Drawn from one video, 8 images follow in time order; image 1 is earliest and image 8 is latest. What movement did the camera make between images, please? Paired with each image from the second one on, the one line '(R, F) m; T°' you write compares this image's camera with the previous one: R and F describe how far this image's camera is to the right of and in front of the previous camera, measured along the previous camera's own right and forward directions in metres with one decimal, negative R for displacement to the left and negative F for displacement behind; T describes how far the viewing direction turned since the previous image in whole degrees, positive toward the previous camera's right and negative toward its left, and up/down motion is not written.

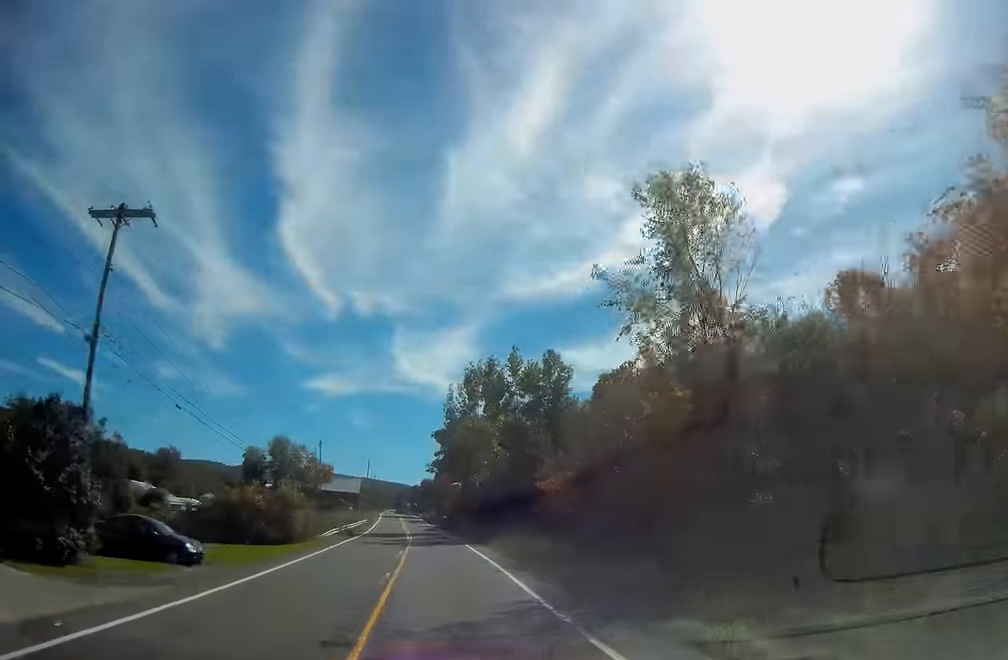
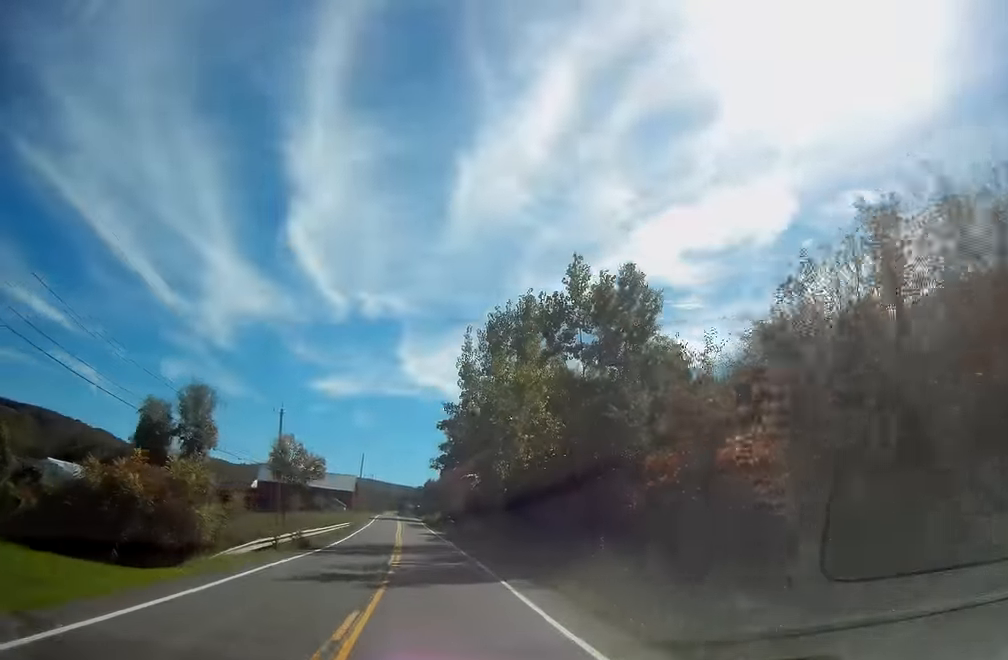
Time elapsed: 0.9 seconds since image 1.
(-0.4, +20.6) m; -1°
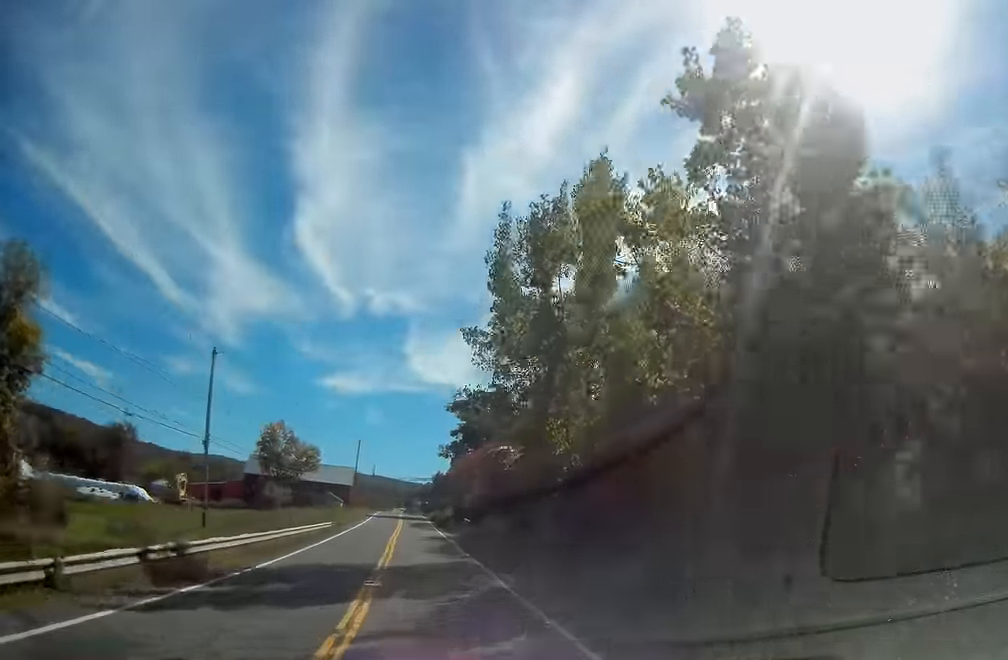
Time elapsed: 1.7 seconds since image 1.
(-0.1, +18.0) m; 0°
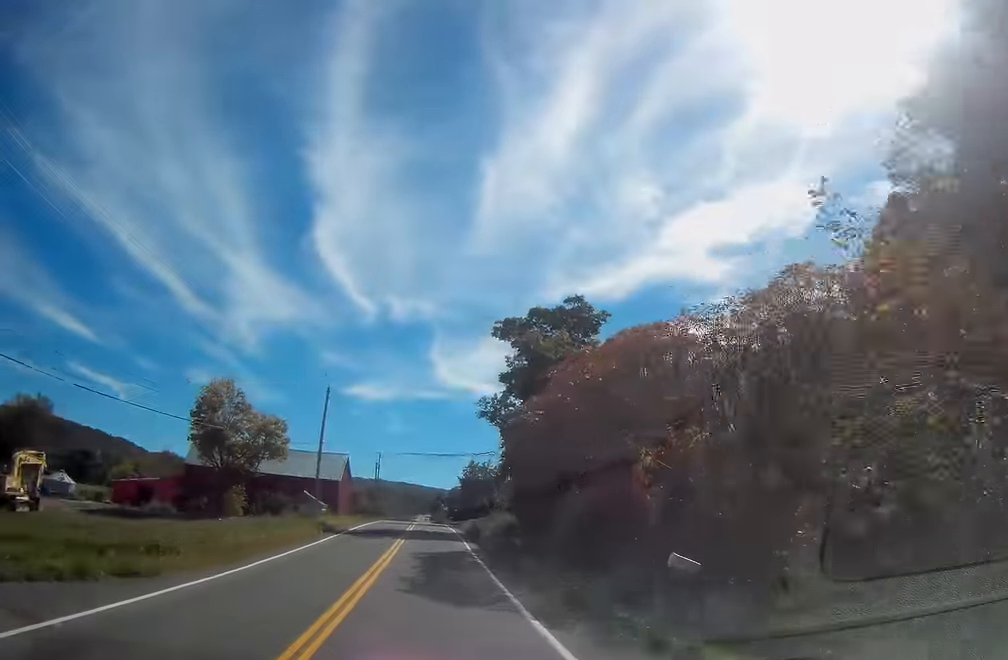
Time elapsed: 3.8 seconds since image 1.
(-0.7, +48.2) m; -2°
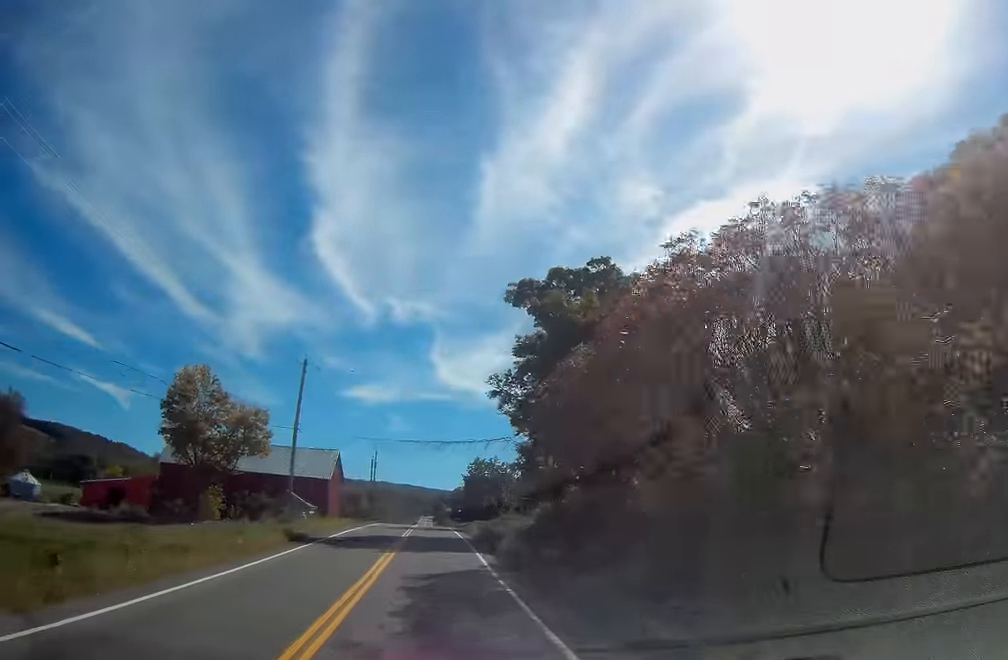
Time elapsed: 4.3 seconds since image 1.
(0.0, +10.0) m; 0°
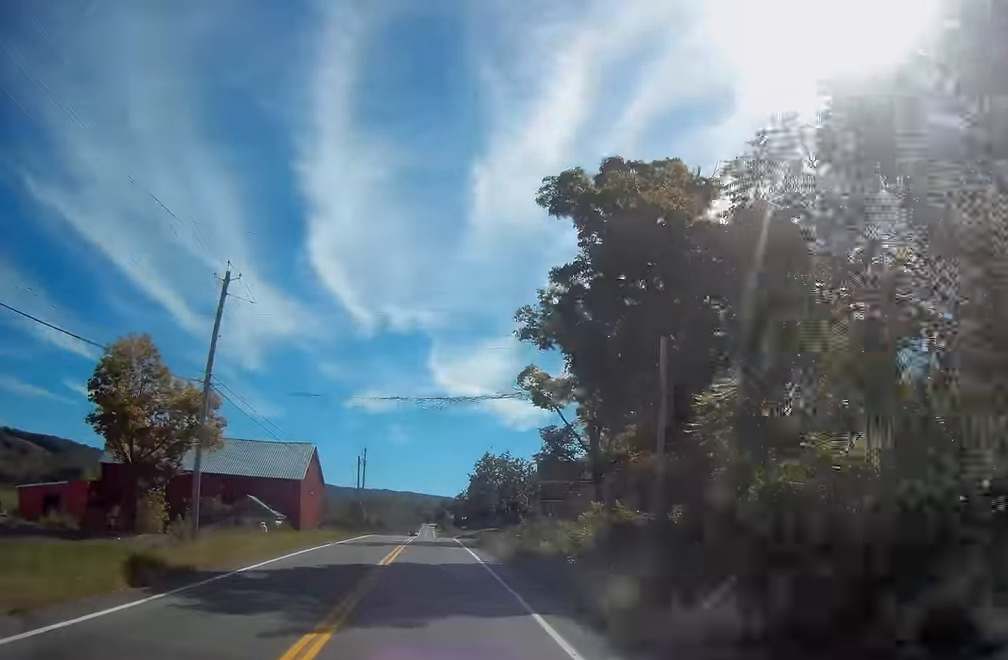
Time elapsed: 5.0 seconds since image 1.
(0.0, +17.0) m; 0°
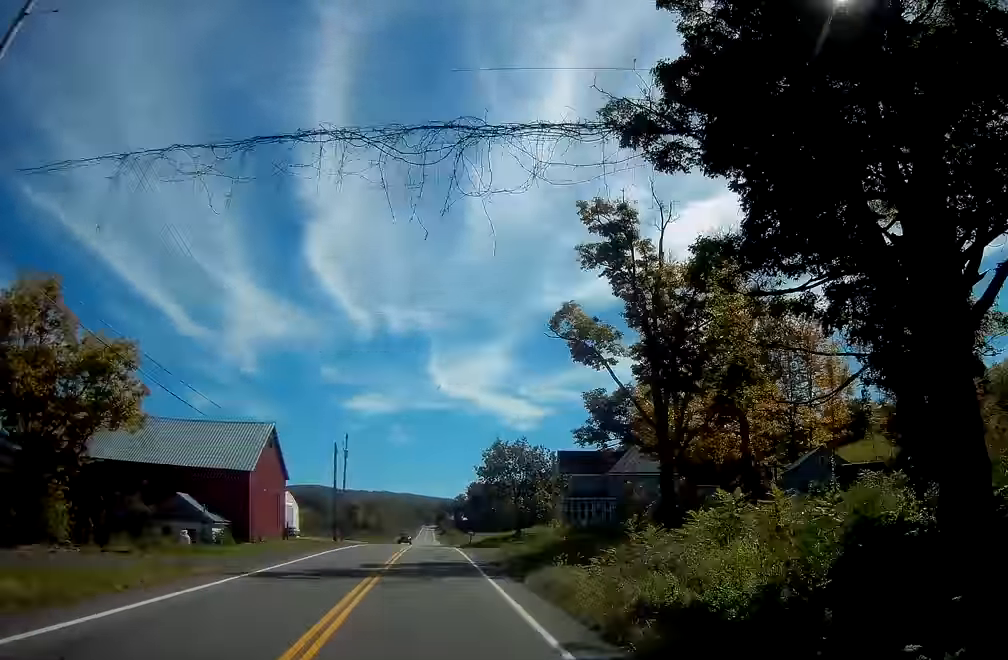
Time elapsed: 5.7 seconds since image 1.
(-0.2, +17.0) m; 0°
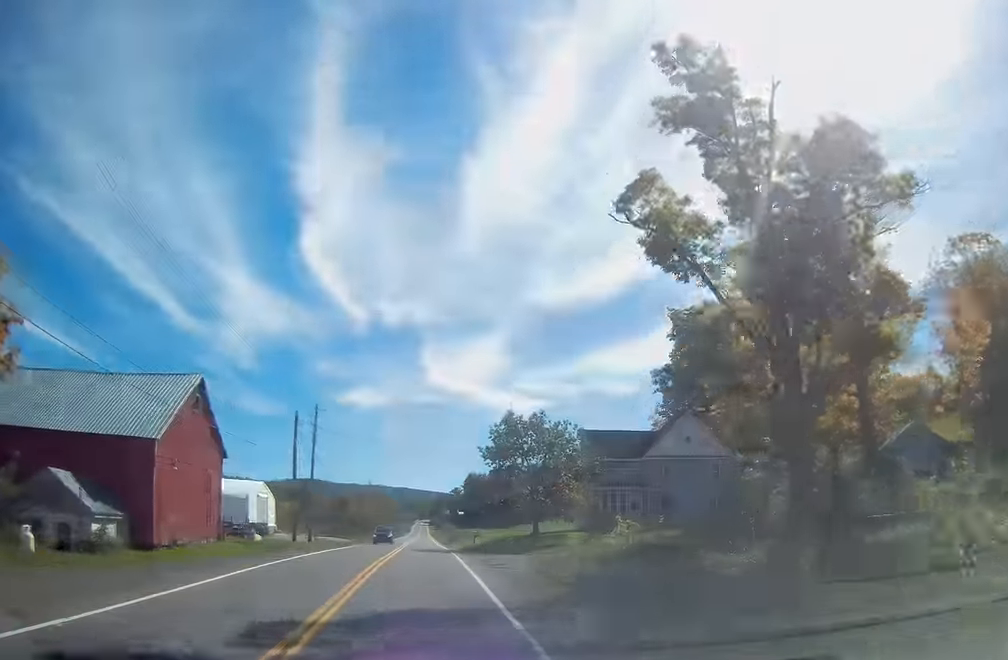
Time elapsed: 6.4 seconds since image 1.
(+0.2, +15.4) m; 0°
